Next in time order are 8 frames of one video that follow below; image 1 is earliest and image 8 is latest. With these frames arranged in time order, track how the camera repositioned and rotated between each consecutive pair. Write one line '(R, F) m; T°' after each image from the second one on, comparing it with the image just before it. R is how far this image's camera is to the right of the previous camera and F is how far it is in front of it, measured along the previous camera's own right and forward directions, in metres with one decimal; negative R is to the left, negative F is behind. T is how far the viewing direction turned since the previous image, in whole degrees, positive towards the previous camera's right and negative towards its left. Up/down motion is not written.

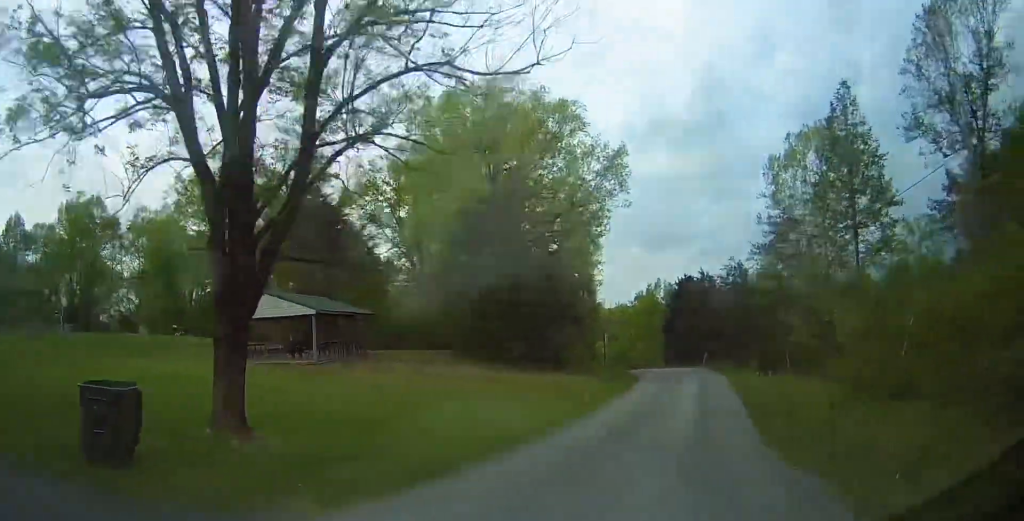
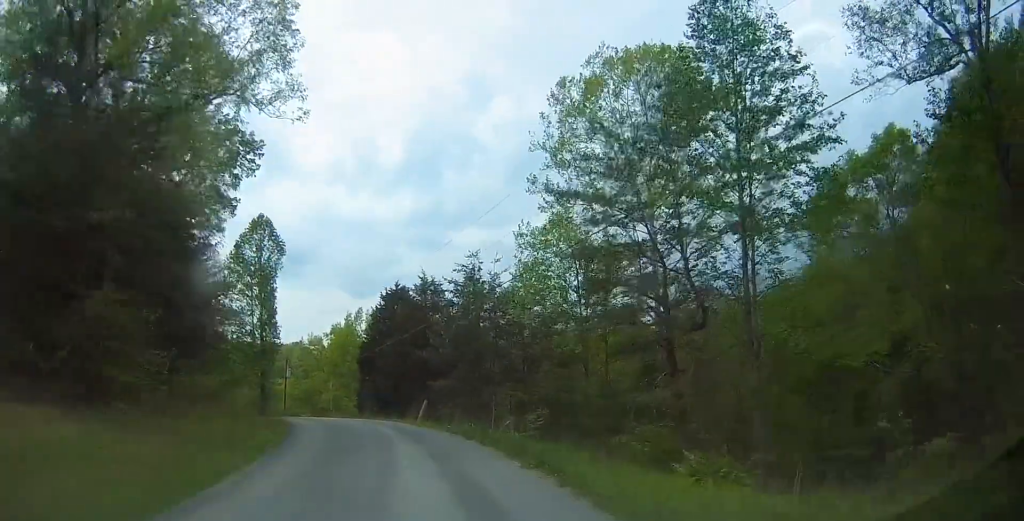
(+3.1, +15.0) m; +17°
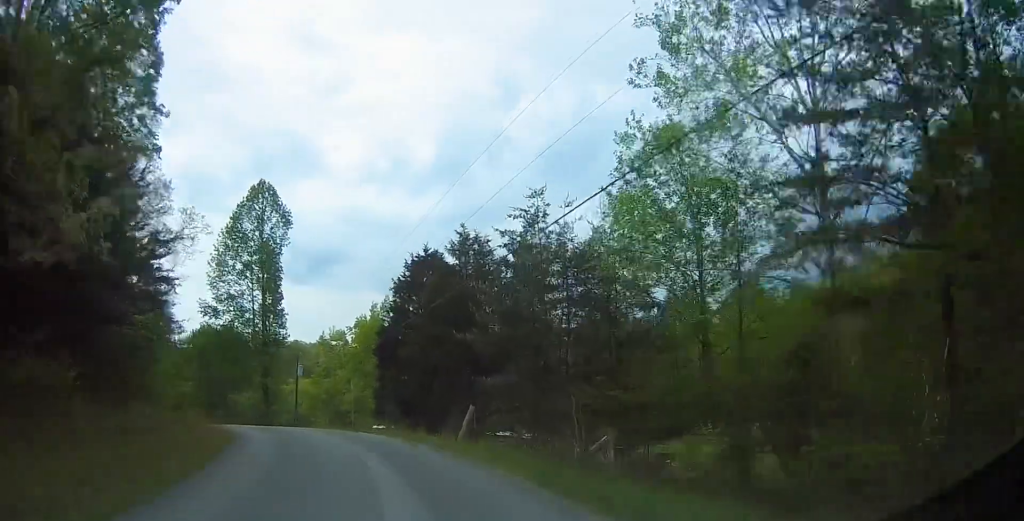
(+0.2, +12.6) m; -2°
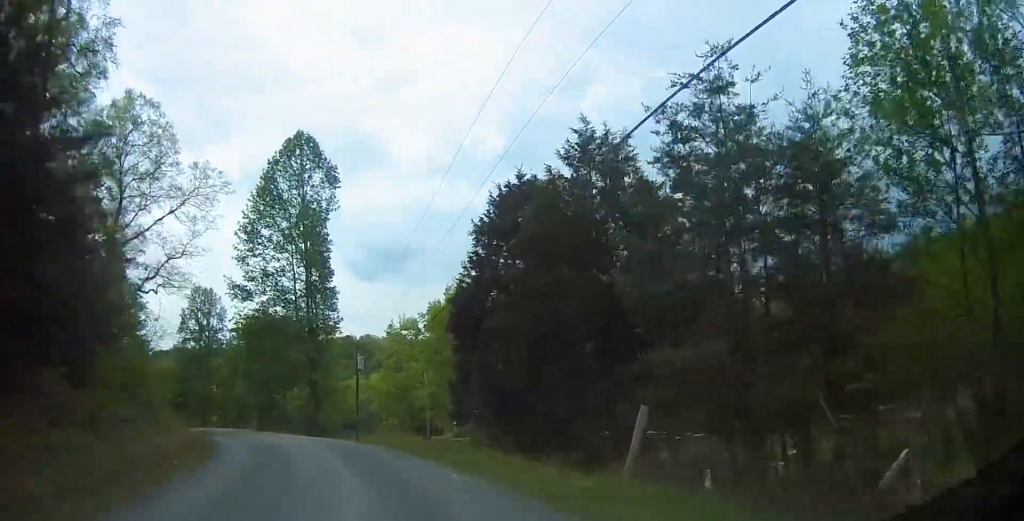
(-0.6, +11.5) m; -6°
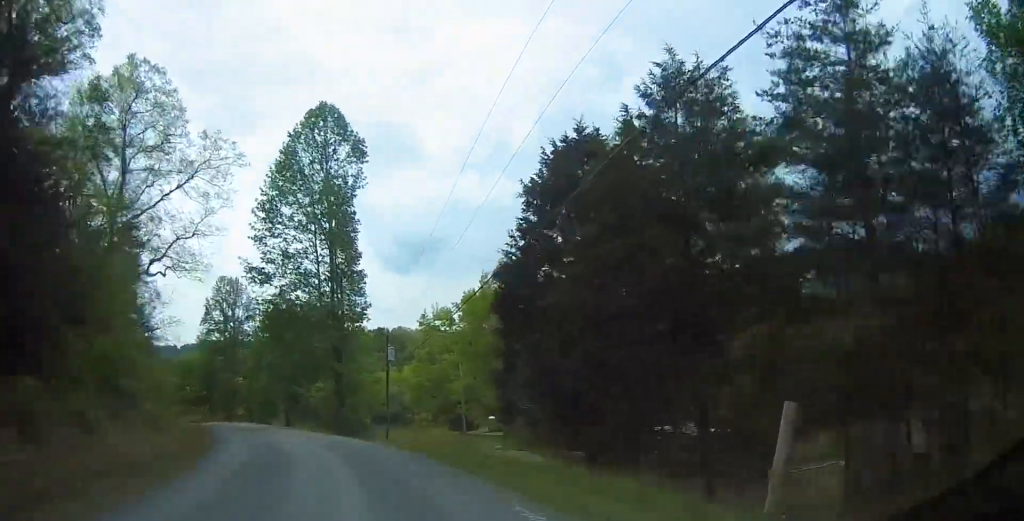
(-0.1, +4.0) m; -3°
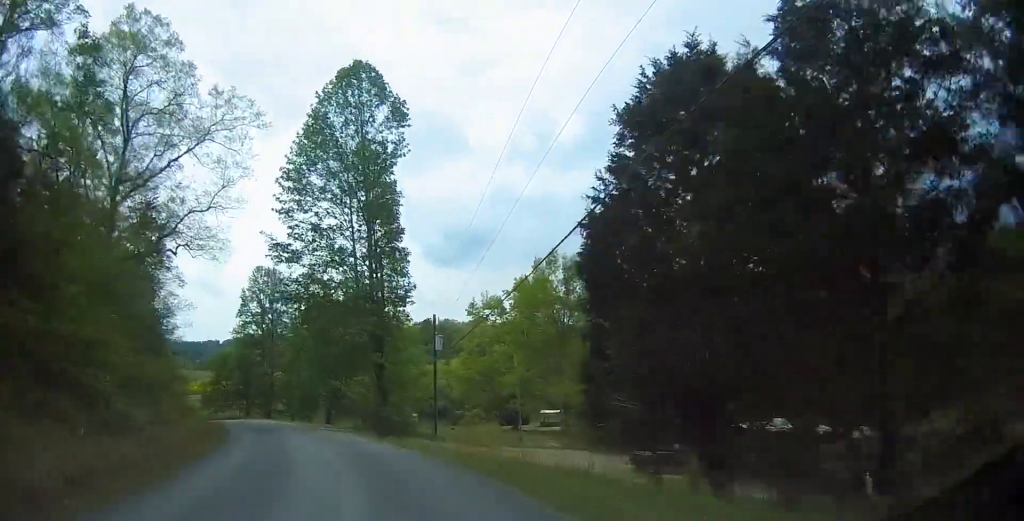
(0.0, +5.3) m; -4°
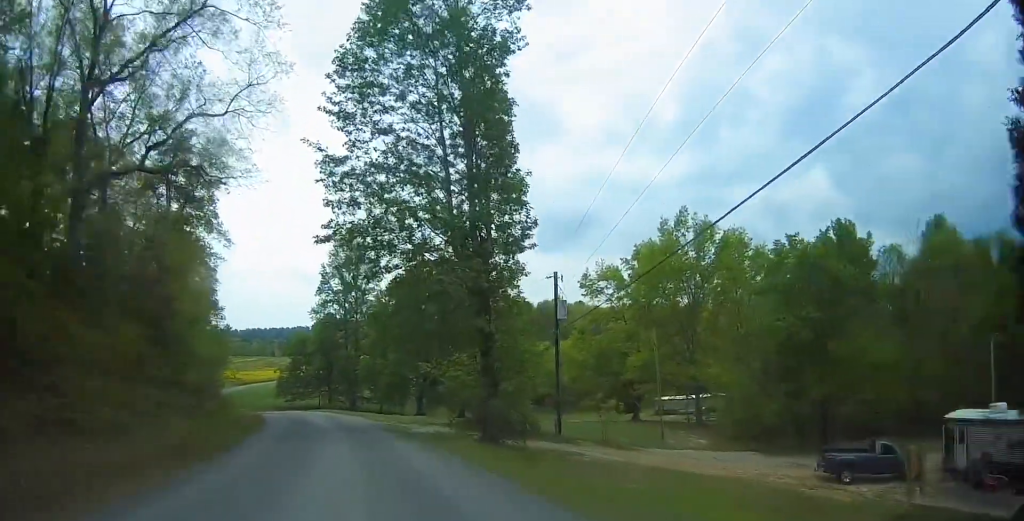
(-1.1, +11.5) m; -7°
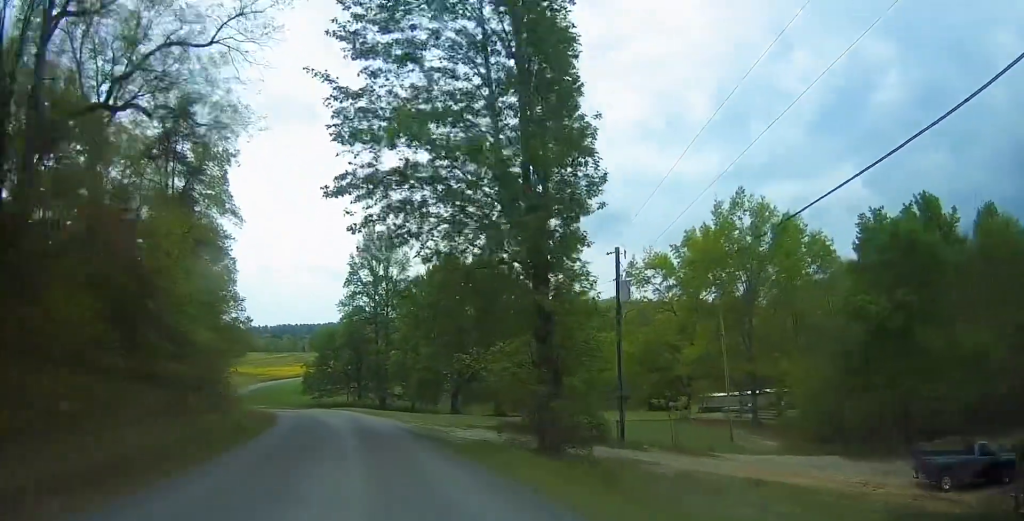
(0.0, +5.3) m; -3°
